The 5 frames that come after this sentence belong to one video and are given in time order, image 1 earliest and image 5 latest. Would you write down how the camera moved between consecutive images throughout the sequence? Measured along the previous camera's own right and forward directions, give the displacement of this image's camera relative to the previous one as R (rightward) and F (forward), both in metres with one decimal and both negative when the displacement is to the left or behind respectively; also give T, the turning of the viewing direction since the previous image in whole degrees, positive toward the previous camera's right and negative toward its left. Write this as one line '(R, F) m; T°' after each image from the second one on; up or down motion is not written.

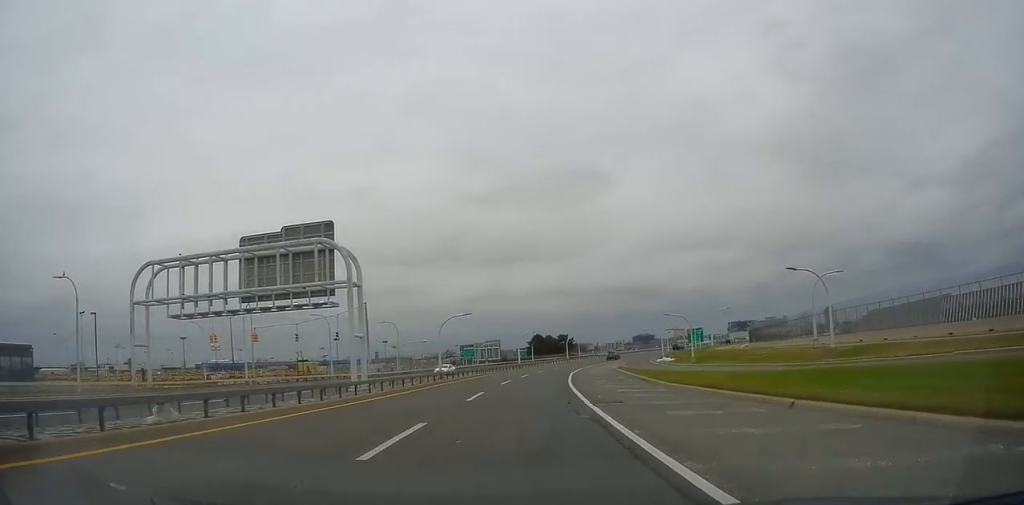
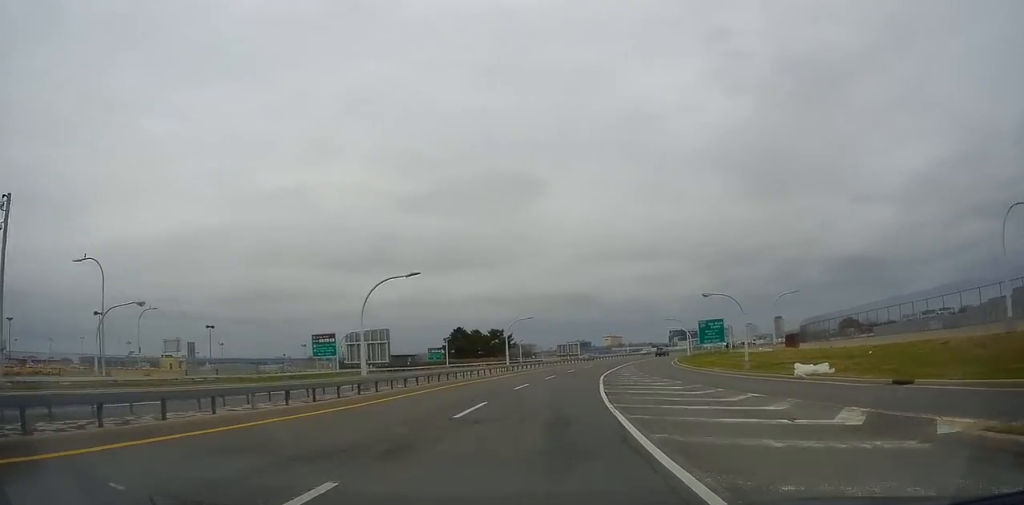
(+5.1, +53.4) m; +9°
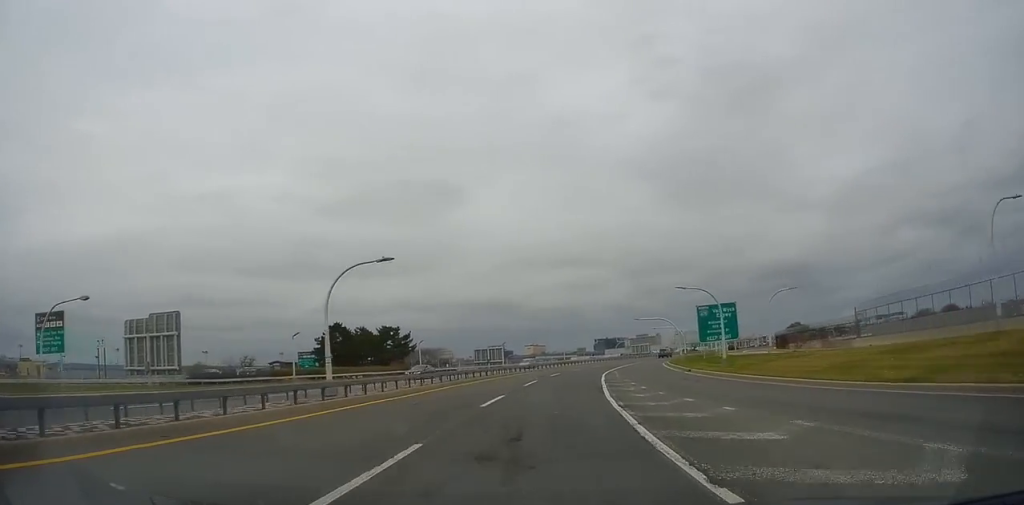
(+1.0, +33.4) m; +4°
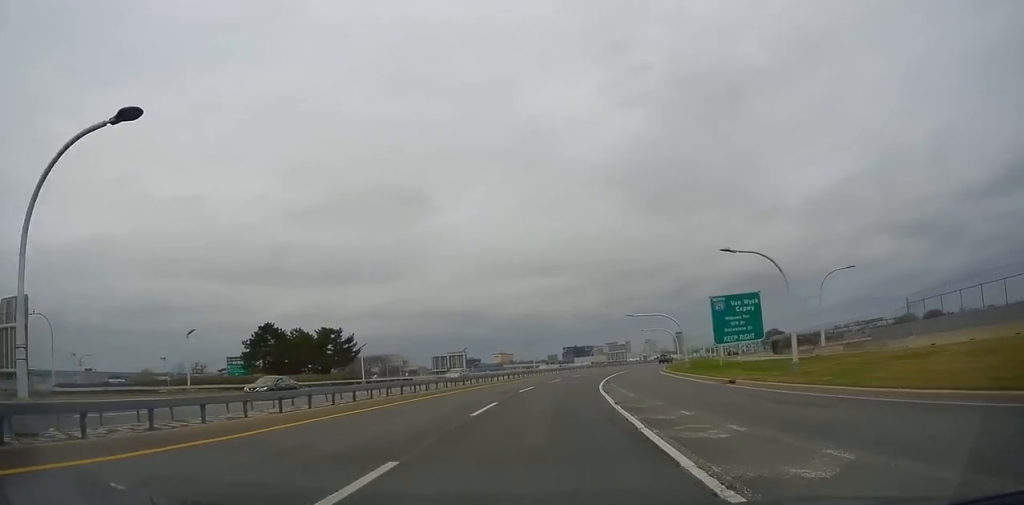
(+0.2, +13.3) m; +2°
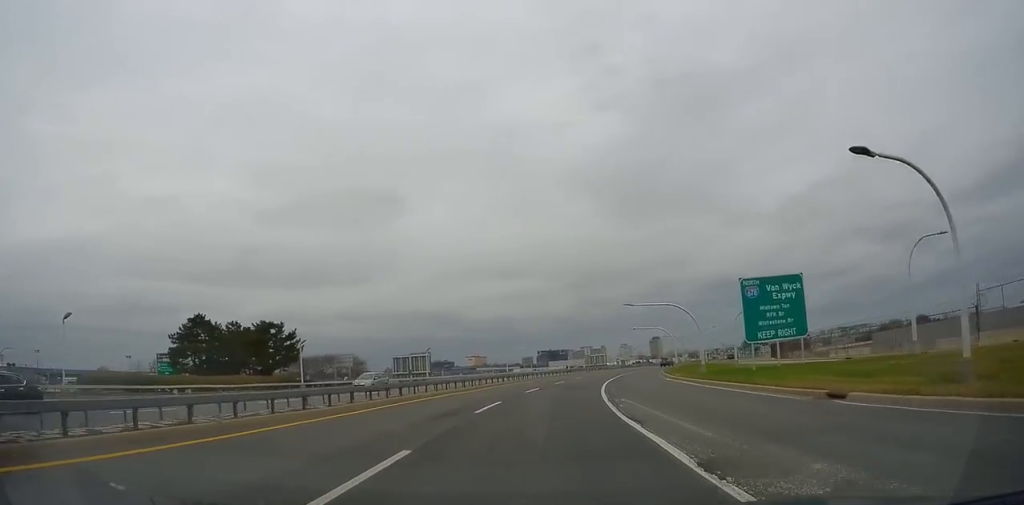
(+0.1, +11.0) m; +2°
